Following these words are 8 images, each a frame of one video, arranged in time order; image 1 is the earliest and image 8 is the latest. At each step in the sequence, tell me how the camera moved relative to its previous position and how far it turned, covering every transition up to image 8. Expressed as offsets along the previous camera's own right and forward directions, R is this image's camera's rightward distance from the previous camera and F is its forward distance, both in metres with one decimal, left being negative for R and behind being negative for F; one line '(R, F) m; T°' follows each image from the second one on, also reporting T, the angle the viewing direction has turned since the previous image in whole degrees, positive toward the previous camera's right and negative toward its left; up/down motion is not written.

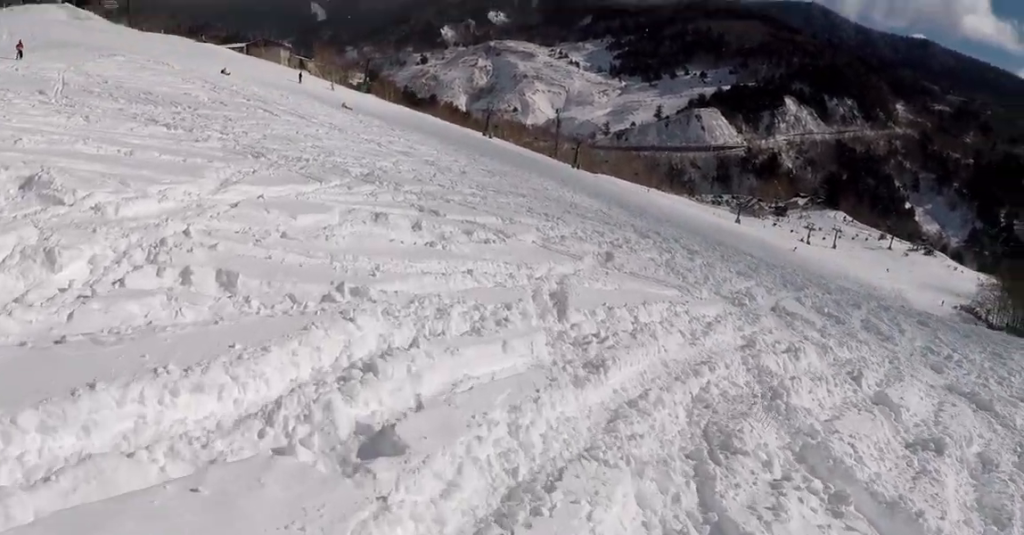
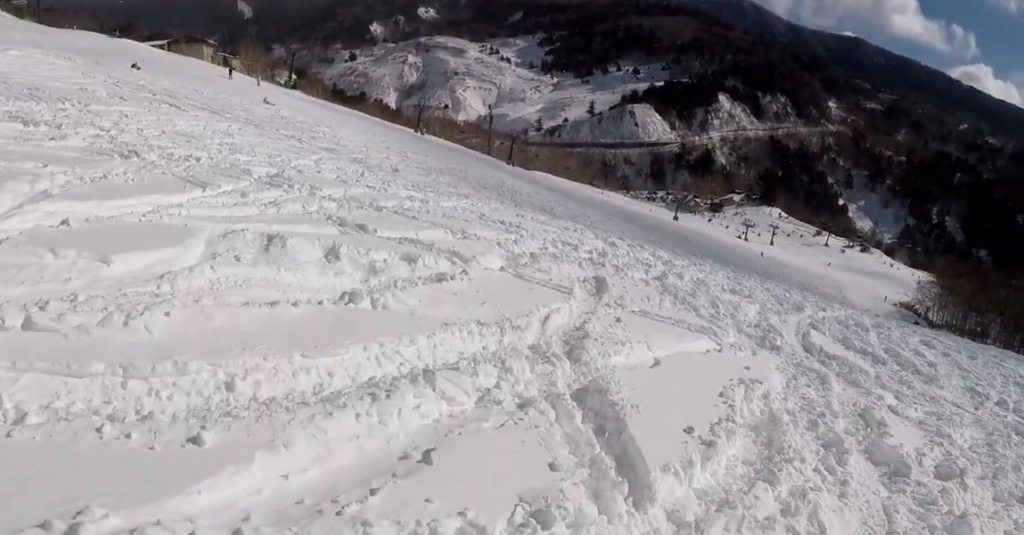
(+0.1, +4.7) m; +19°
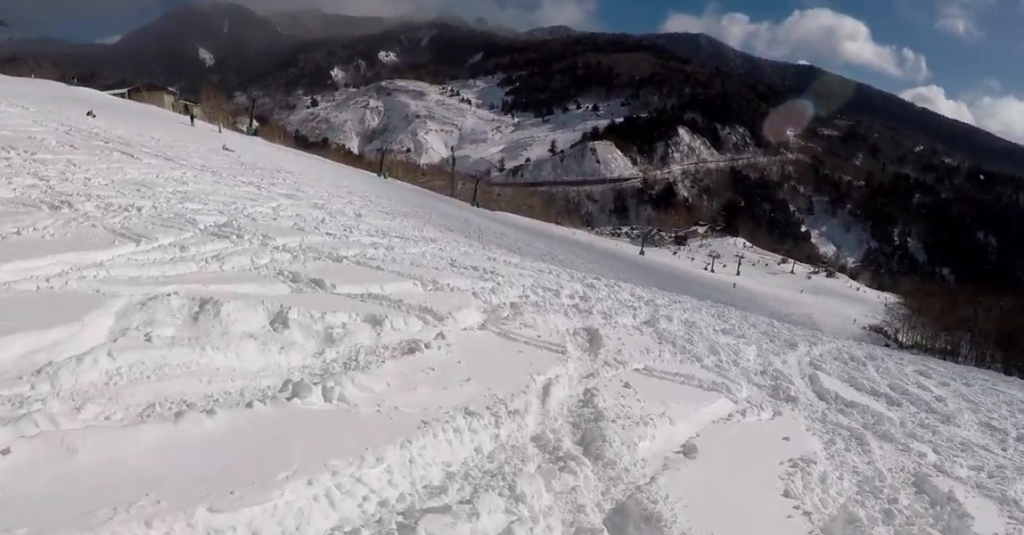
(+0.2, +1.5) m; +6°
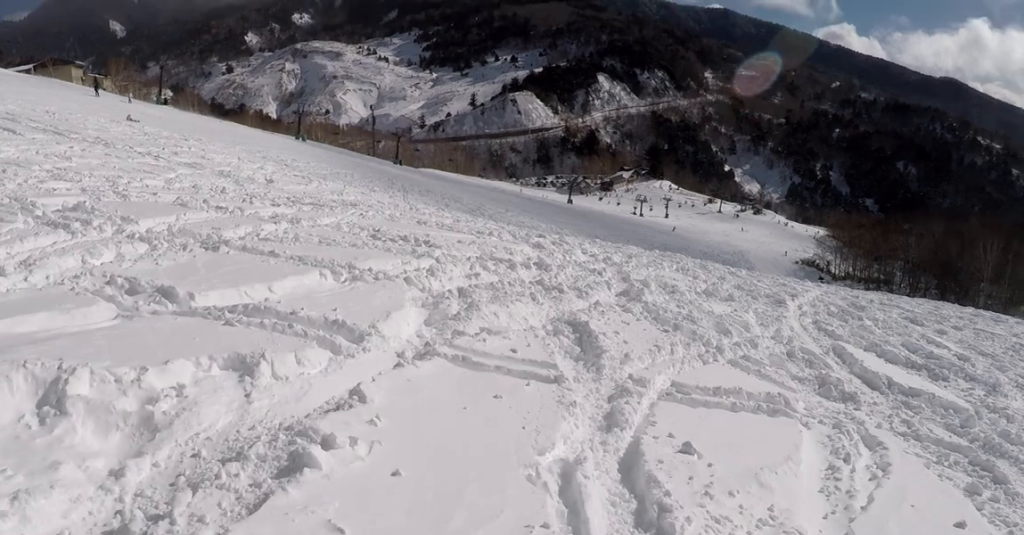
(+0.2, +3.5) m; +5°
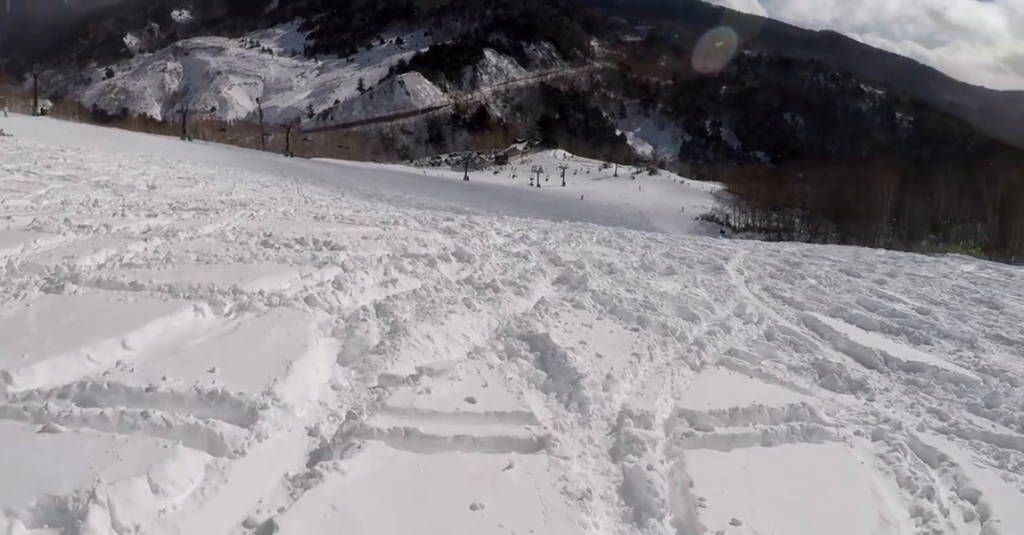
(0.0, +1.7) m; +2°
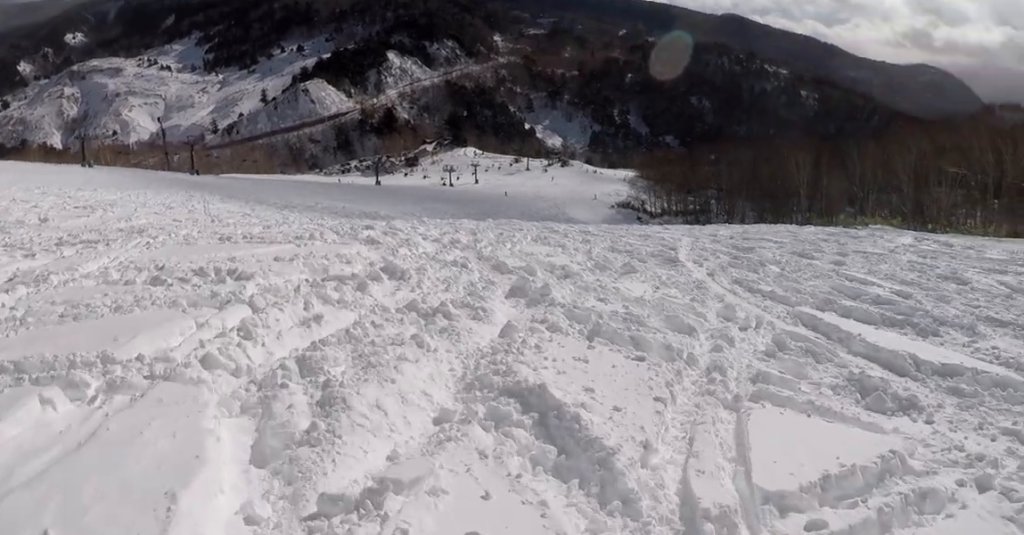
(+0.1, +1.8) m; +12°
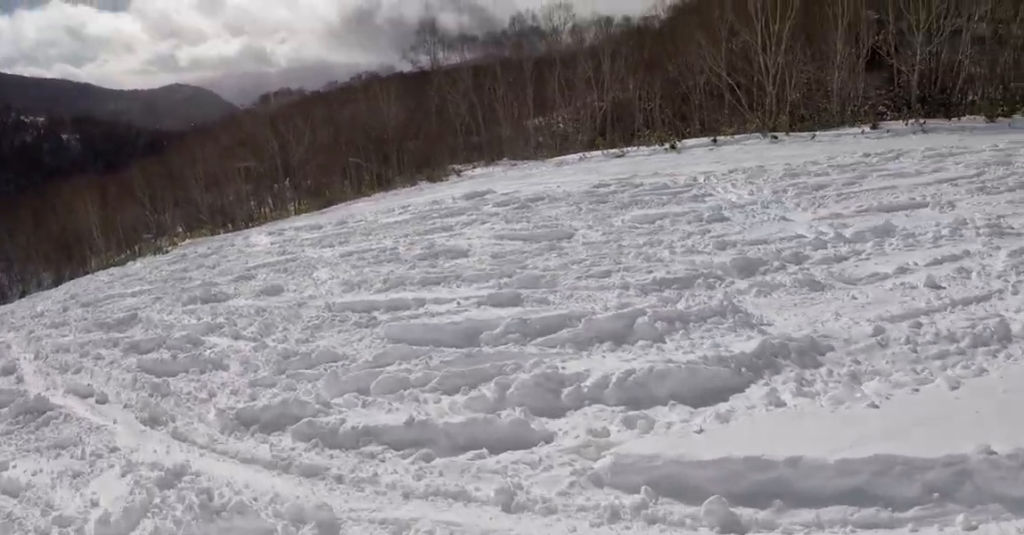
(+3.3, +7.5) m; +40°
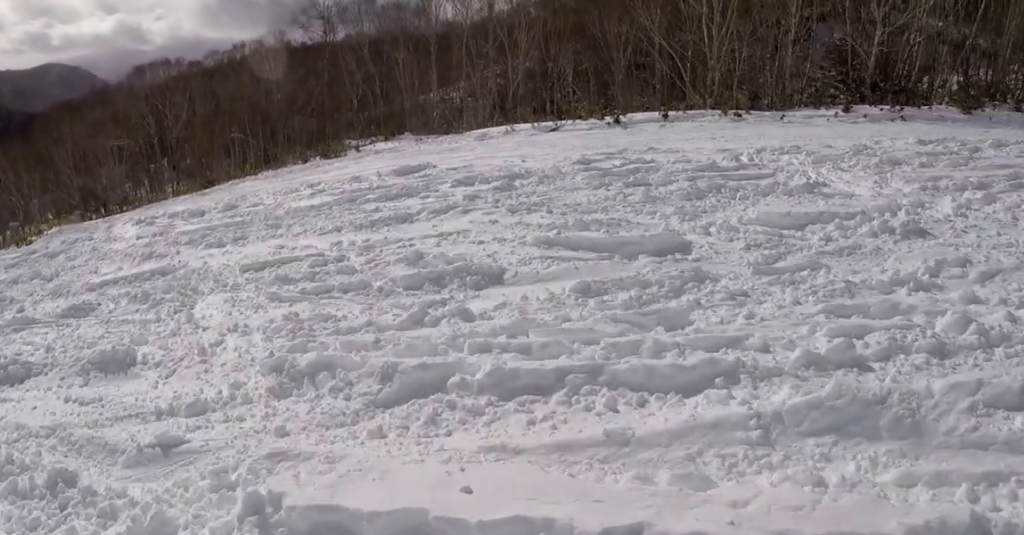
(+0.9, +5.9) m; +20°
